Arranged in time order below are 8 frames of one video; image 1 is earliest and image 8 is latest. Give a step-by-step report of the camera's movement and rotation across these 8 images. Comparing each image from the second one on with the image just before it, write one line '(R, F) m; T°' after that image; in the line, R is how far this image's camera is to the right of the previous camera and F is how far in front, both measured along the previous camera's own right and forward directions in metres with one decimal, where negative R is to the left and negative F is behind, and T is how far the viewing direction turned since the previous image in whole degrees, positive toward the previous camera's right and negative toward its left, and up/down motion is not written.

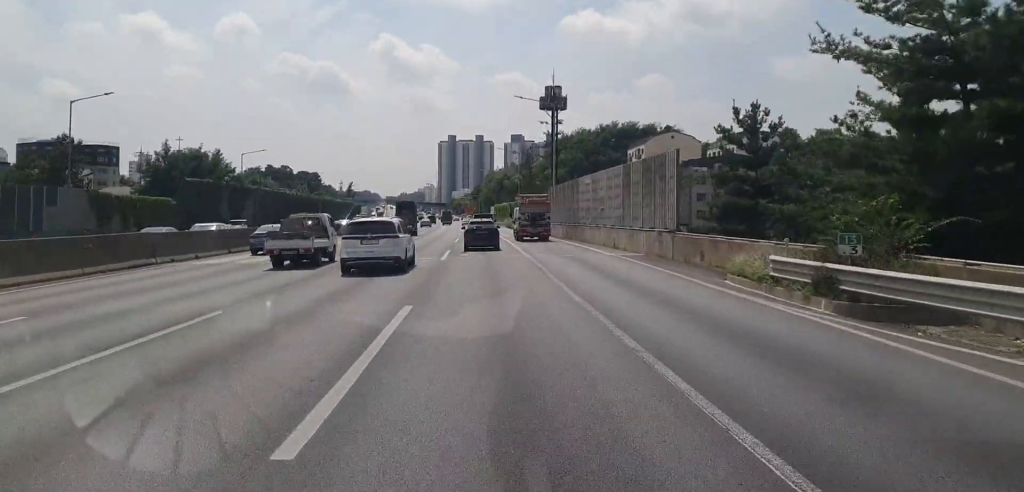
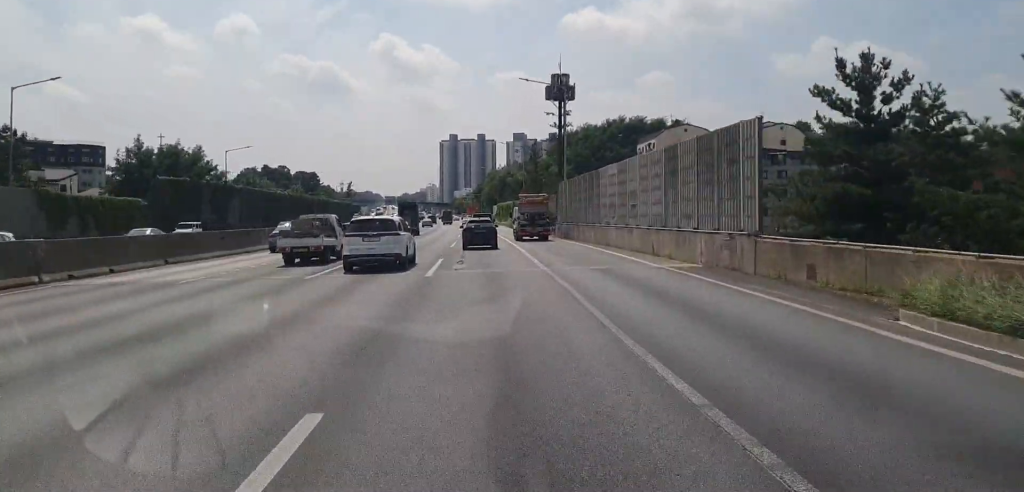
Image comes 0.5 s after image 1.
(+0.1, +8.4) m; 0°
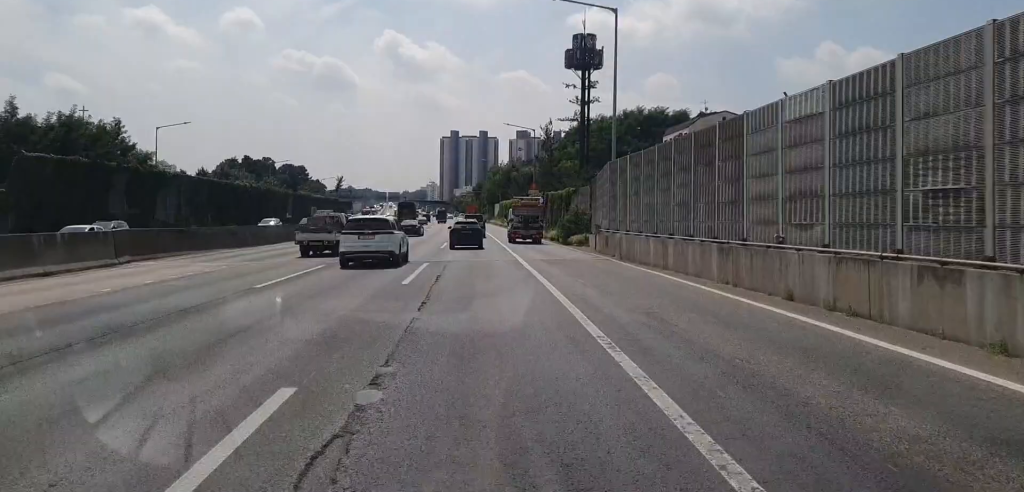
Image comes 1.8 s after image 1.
(-0.1, +23.5) m; -1°
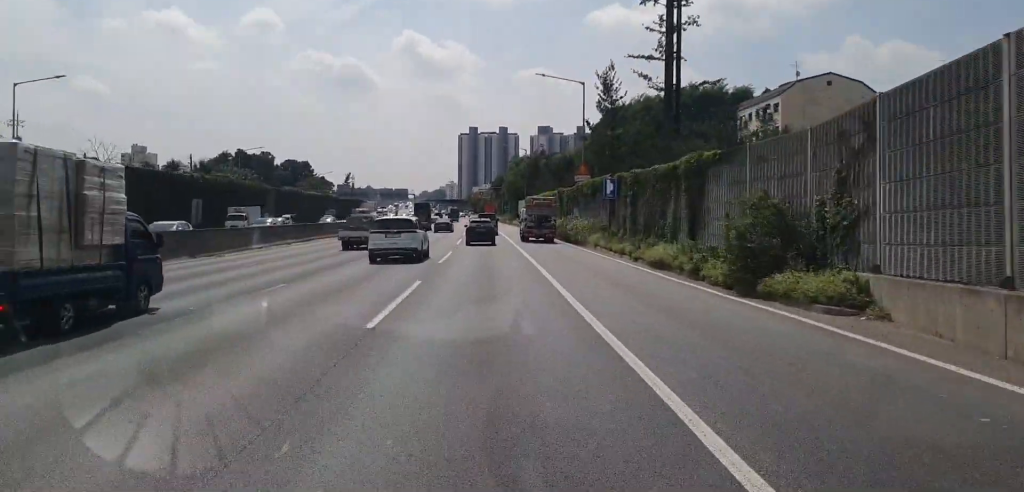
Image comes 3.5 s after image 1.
(-0.4, +31.0) m; -1°
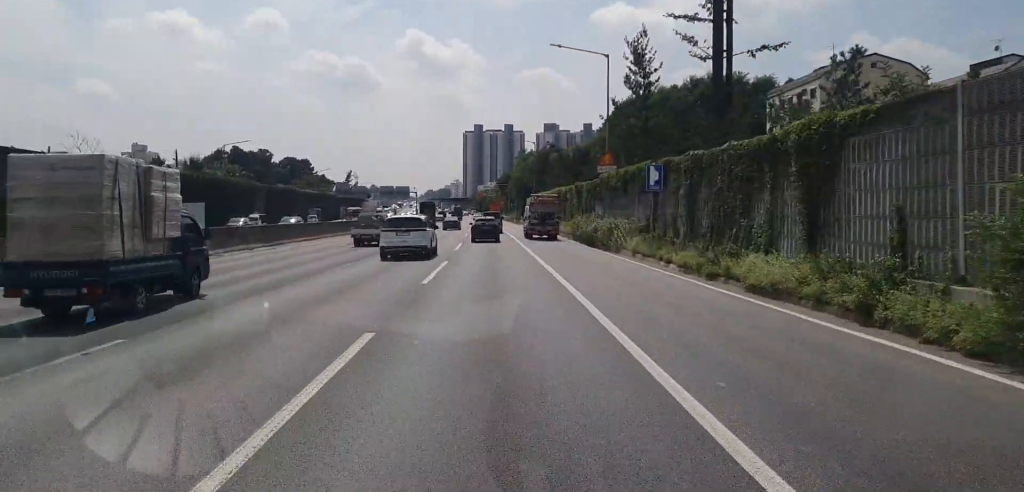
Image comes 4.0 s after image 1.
(0.0, +9.4) m; 0°
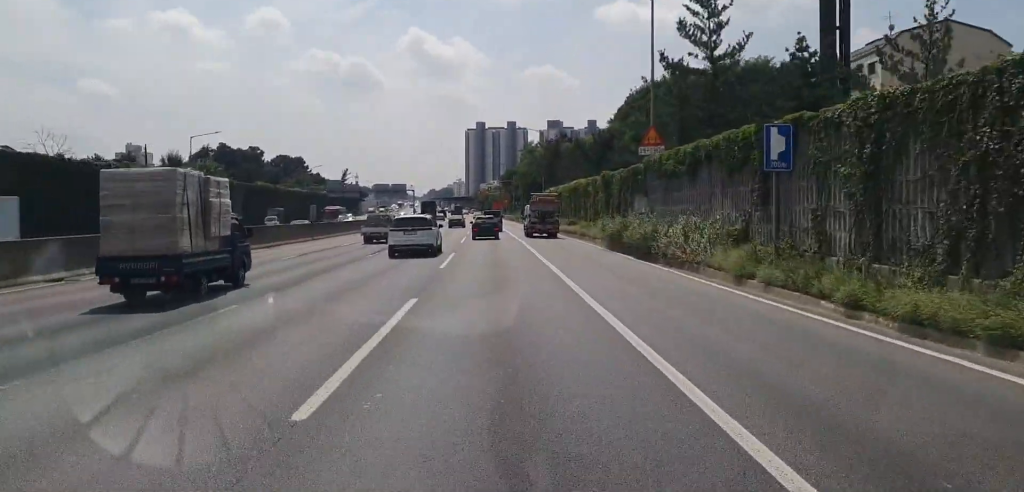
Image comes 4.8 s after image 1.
(0.0, +13.0) m; -1°
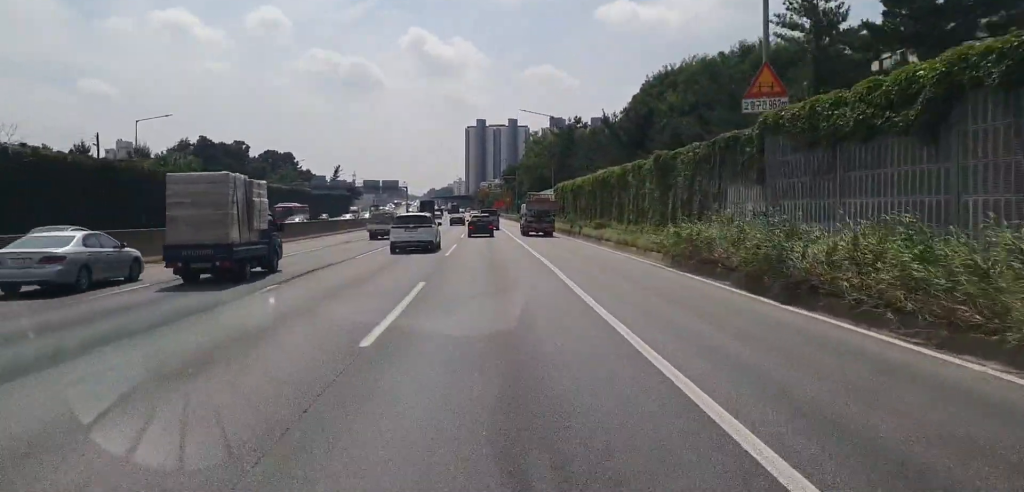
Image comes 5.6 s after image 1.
(-0.1, +15.0) m; 0°
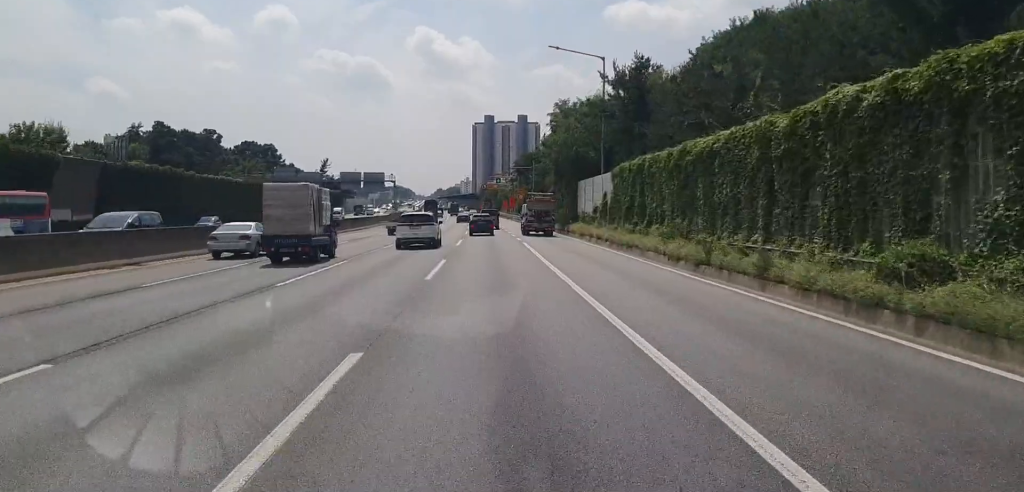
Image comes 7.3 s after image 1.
(+0.3, +31.7) m; -1°
